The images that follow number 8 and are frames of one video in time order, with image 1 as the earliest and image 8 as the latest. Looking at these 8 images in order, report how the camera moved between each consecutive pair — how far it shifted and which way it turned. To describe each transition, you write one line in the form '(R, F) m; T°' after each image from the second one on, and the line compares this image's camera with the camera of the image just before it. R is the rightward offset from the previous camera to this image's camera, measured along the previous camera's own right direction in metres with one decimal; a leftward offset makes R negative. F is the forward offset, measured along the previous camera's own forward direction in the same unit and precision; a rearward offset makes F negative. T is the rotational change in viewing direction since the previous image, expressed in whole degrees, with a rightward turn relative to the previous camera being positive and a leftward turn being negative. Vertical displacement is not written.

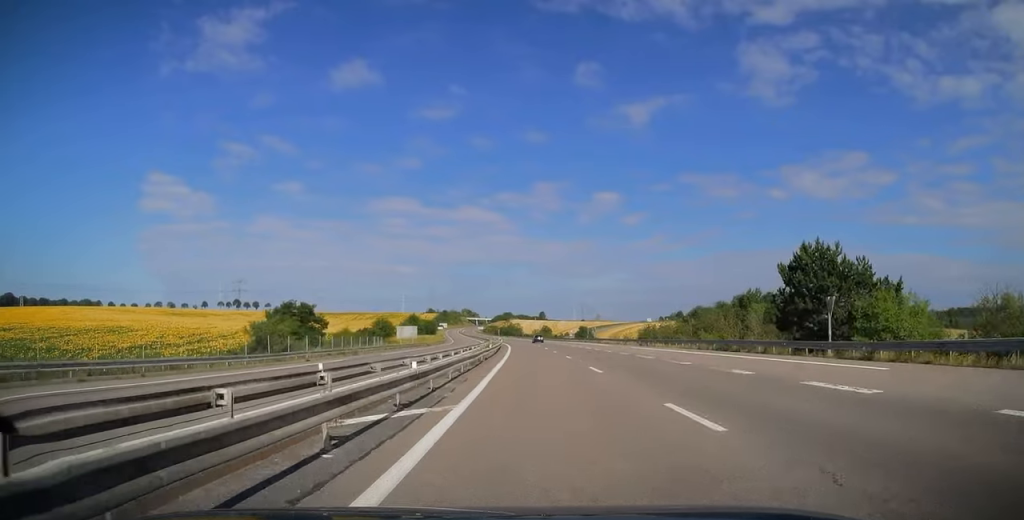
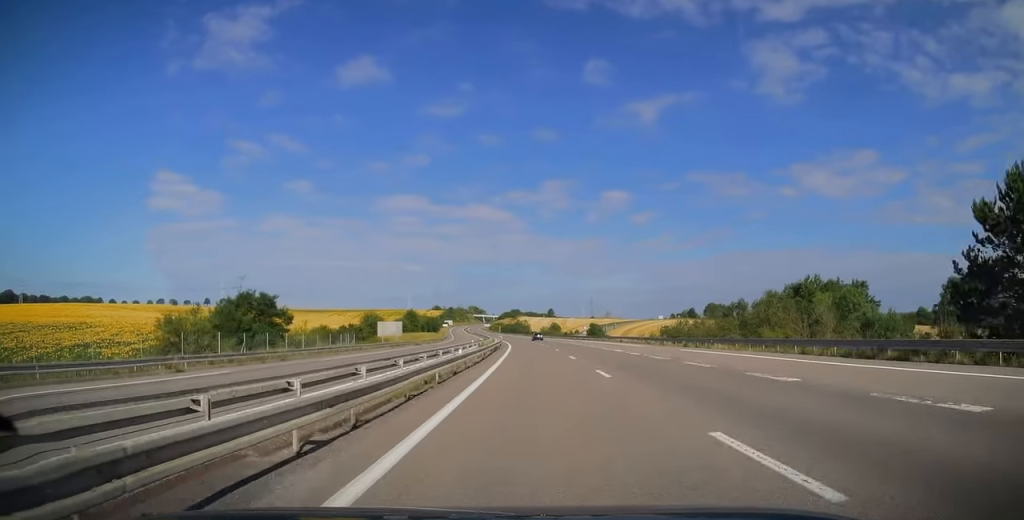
(0.0, +16.3) m; 0°
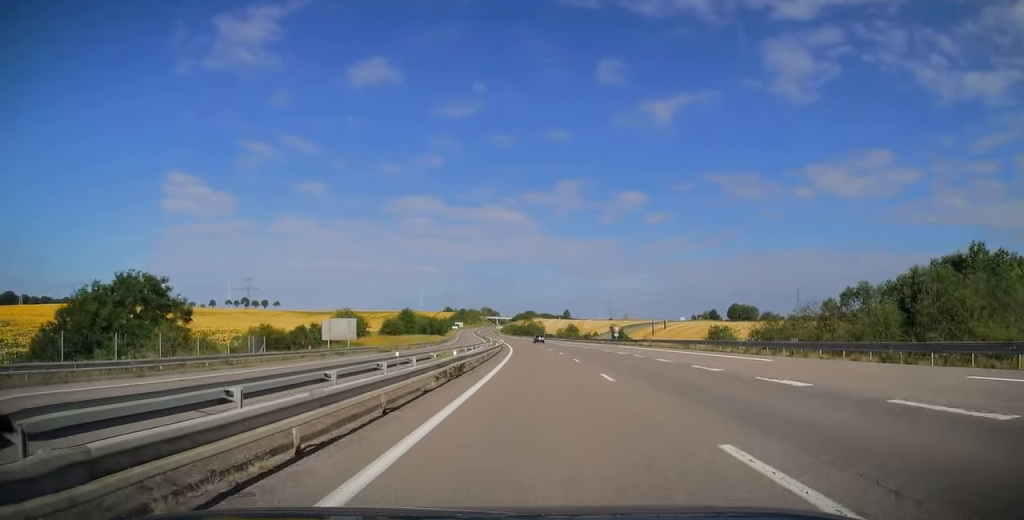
(-0.2, +26.5) m; -1°
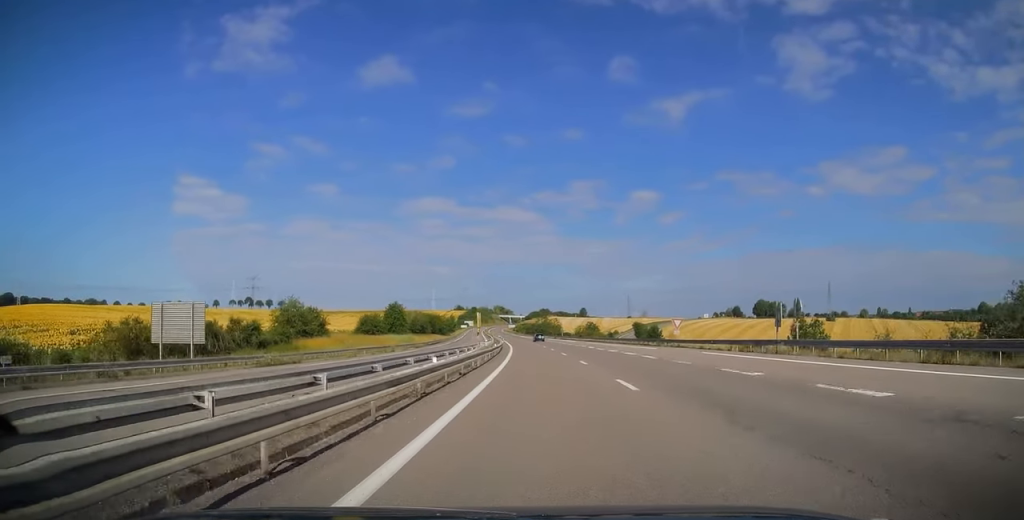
(-0.5, +28.9) m; -2°
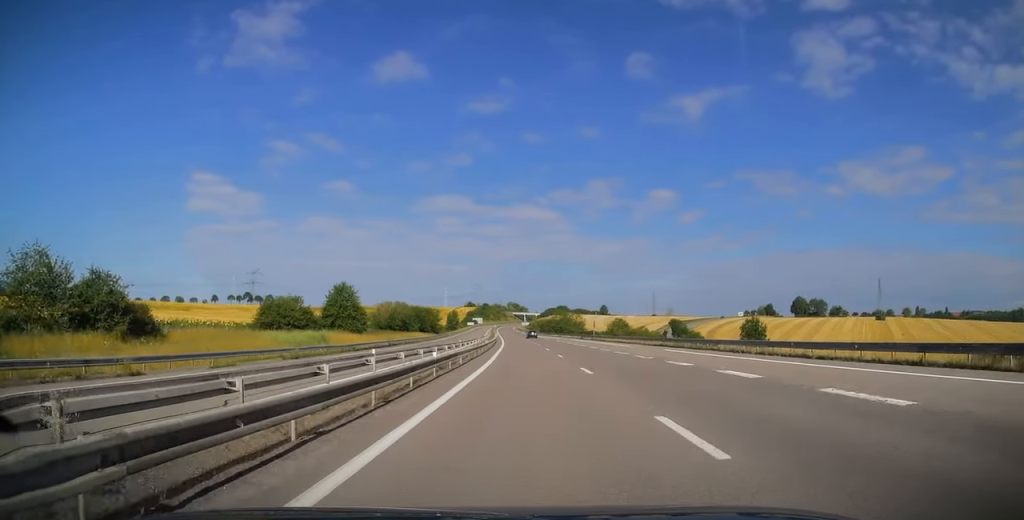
(-0.9, +46.5) m; -2°
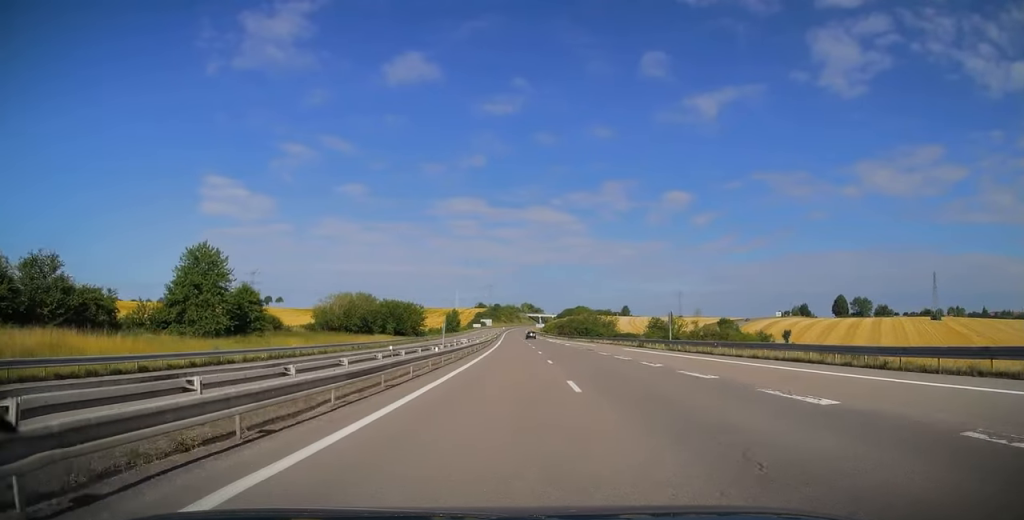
(-0.1, +44.1) m; -1°
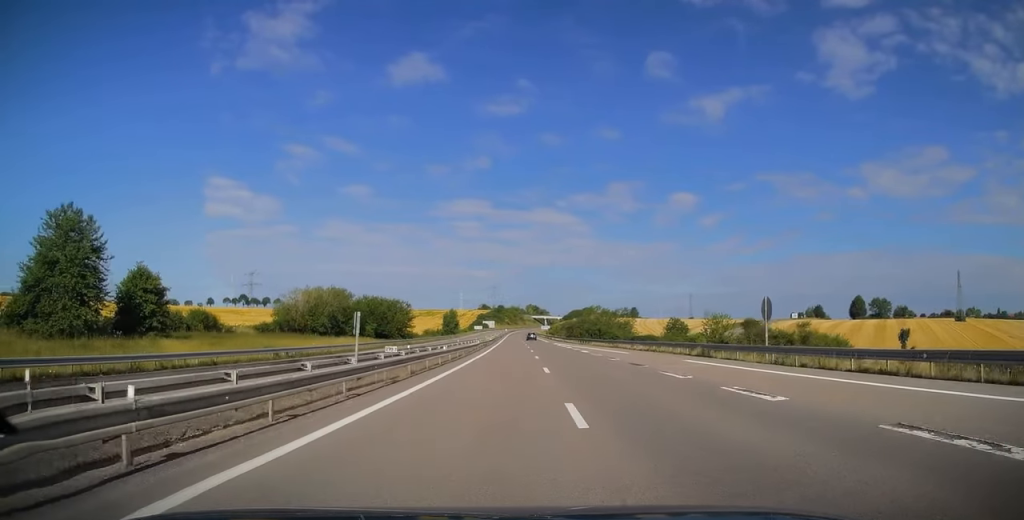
(0.0, +18.1) m; -1°
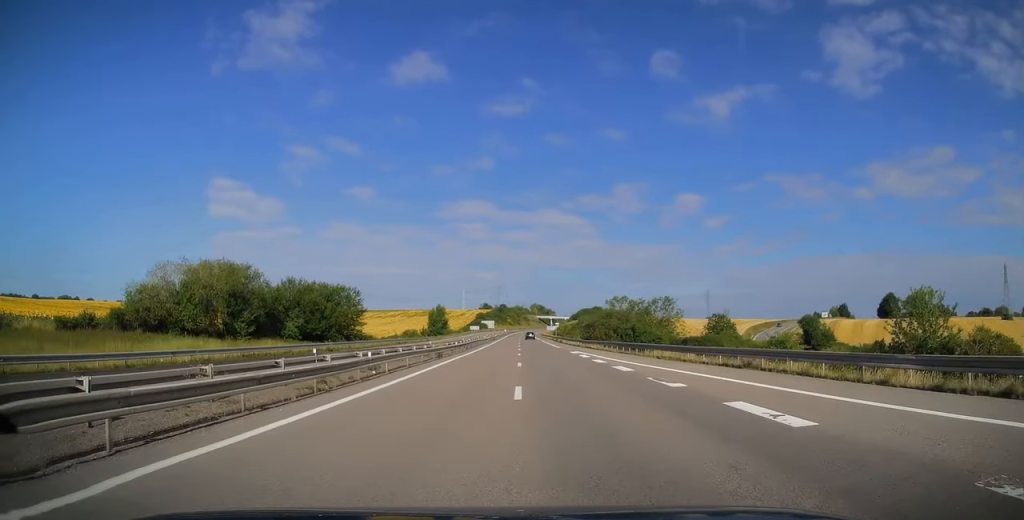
(-0.7, +35.2) m; -1°
